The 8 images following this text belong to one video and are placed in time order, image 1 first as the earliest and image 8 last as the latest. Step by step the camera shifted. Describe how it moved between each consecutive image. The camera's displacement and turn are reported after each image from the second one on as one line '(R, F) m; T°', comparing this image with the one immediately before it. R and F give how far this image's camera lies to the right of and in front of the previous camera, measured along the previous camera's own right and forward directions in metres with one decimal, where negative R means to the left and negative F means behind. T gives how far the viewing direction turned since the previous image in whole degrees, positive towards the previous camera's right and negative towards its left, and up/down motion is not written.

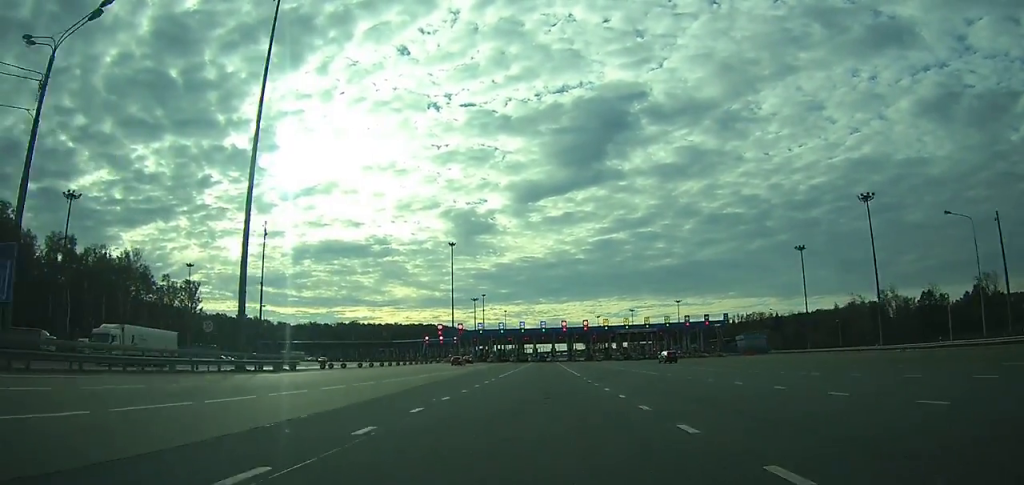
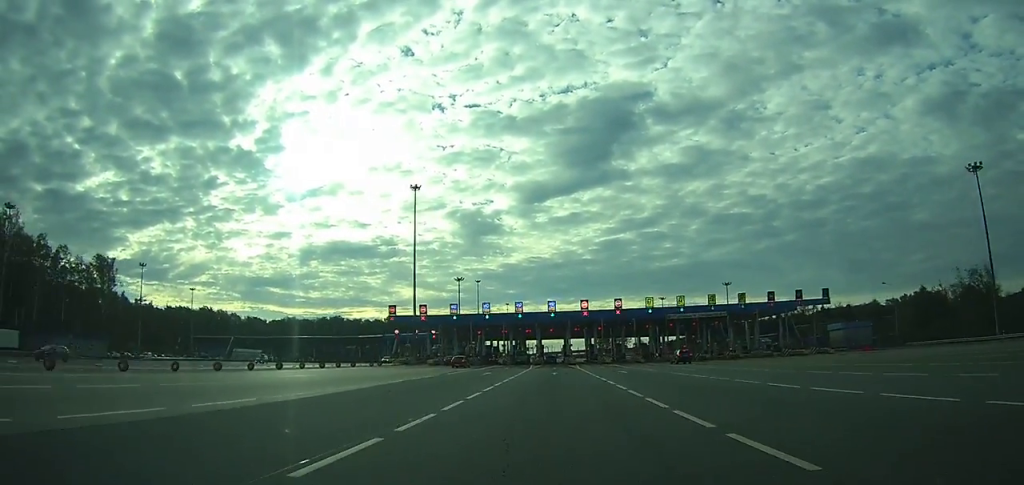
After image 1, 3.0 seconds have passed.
(-0.1, +55.4) m; 0°
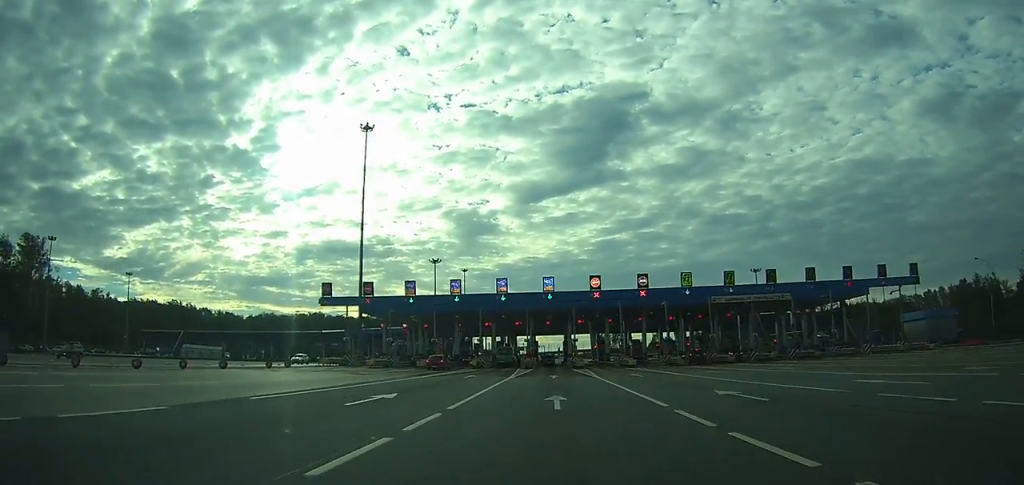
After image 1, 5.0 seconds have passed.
(+0.1, +30.0) m; 0°
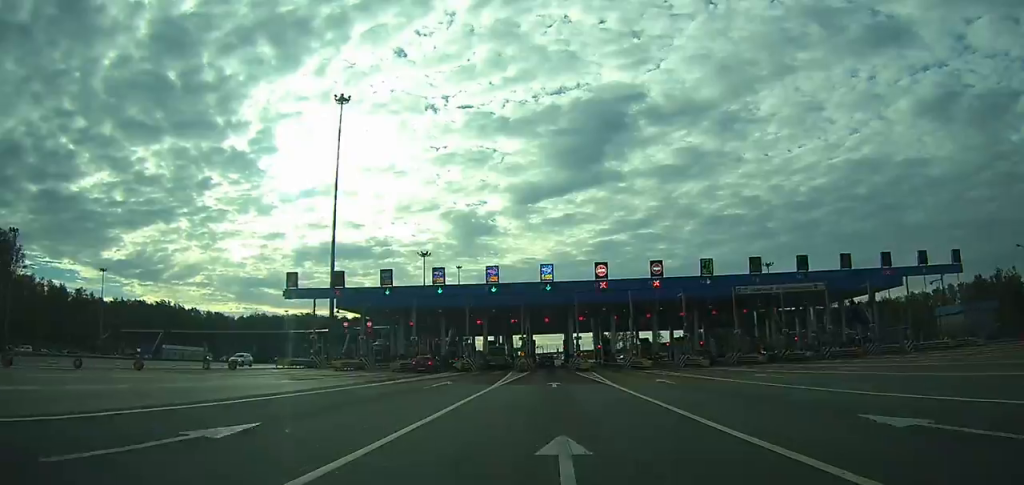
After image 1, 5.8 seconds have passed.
(0.0, +9.8) m; 0°
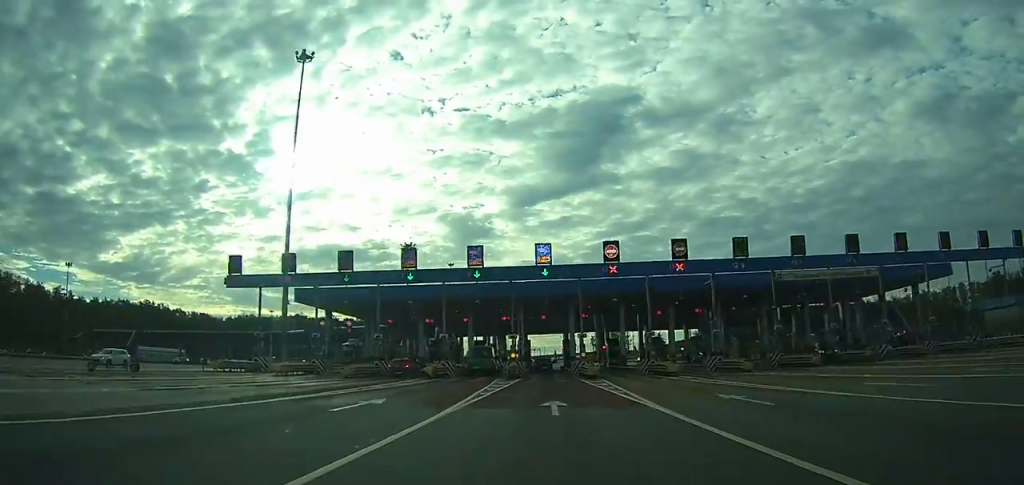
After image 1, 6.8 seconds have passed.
(0.0, +11.7) m; 0°
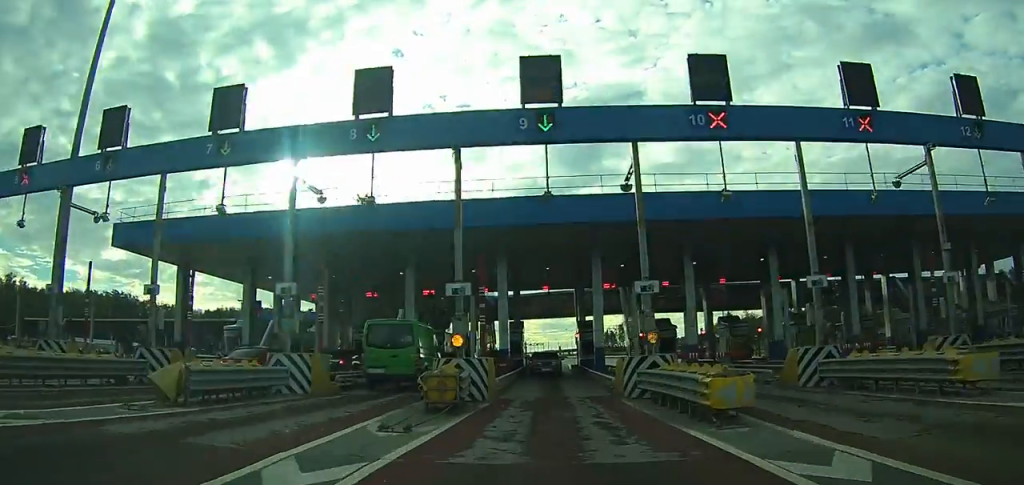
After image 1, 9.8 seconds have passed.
(0.0, +28.6) m; 0°
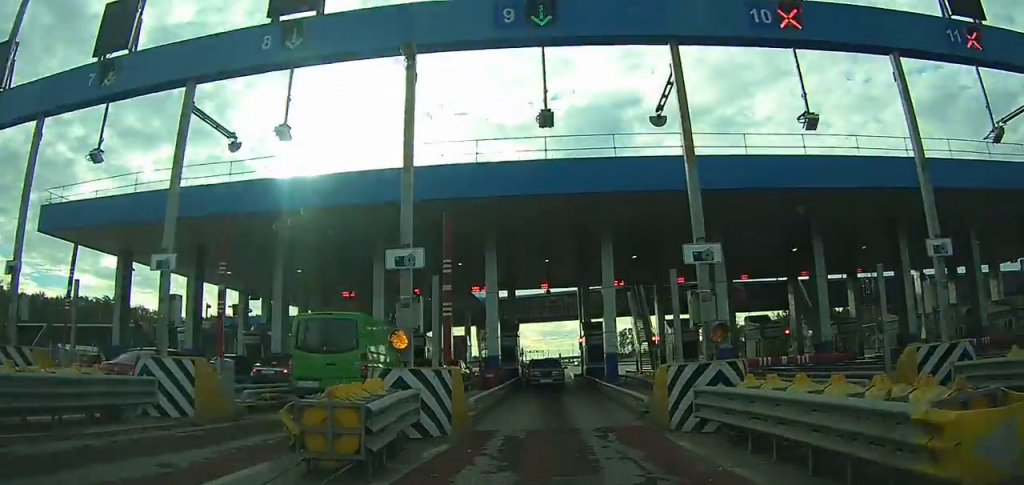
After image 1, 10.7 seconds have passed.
(+0.1, +6.4) m; 0°
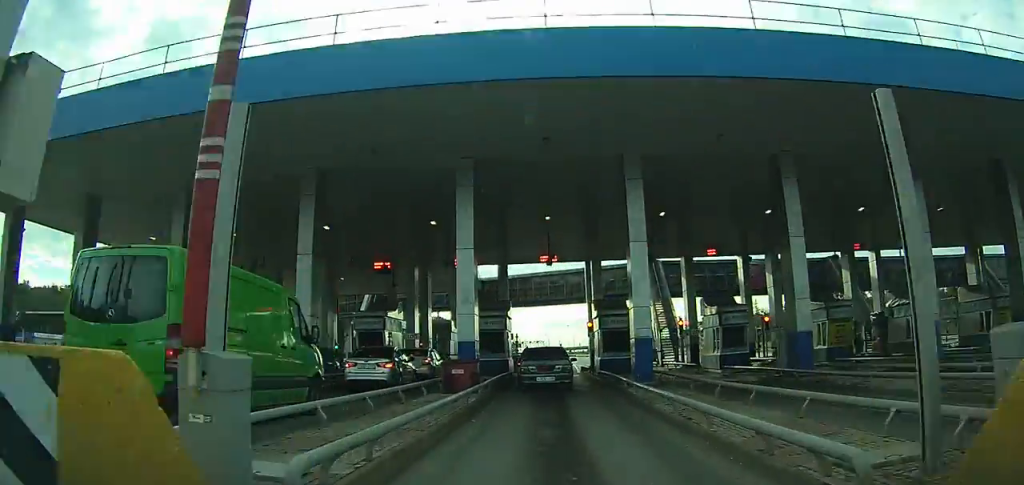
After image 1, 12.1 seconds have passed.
(0.0, +8.6) m; 0°
